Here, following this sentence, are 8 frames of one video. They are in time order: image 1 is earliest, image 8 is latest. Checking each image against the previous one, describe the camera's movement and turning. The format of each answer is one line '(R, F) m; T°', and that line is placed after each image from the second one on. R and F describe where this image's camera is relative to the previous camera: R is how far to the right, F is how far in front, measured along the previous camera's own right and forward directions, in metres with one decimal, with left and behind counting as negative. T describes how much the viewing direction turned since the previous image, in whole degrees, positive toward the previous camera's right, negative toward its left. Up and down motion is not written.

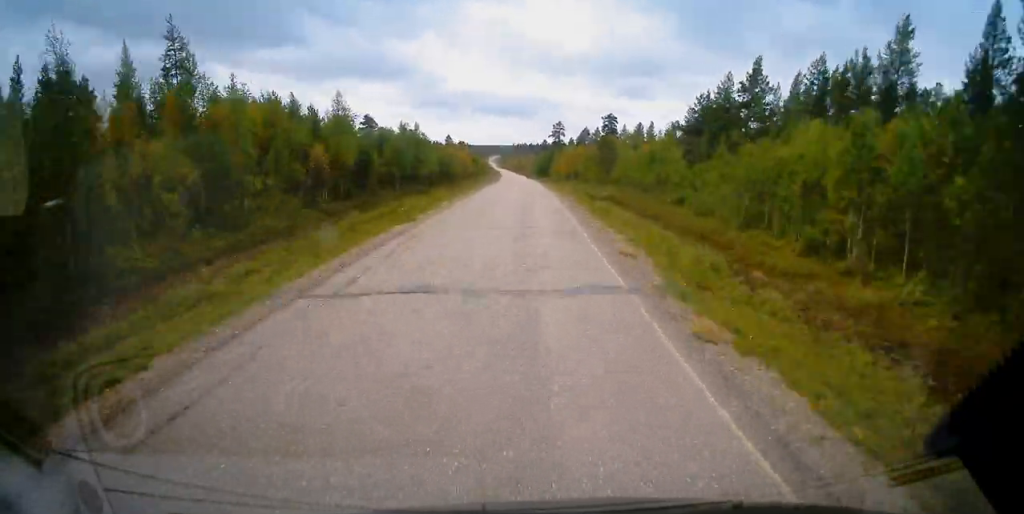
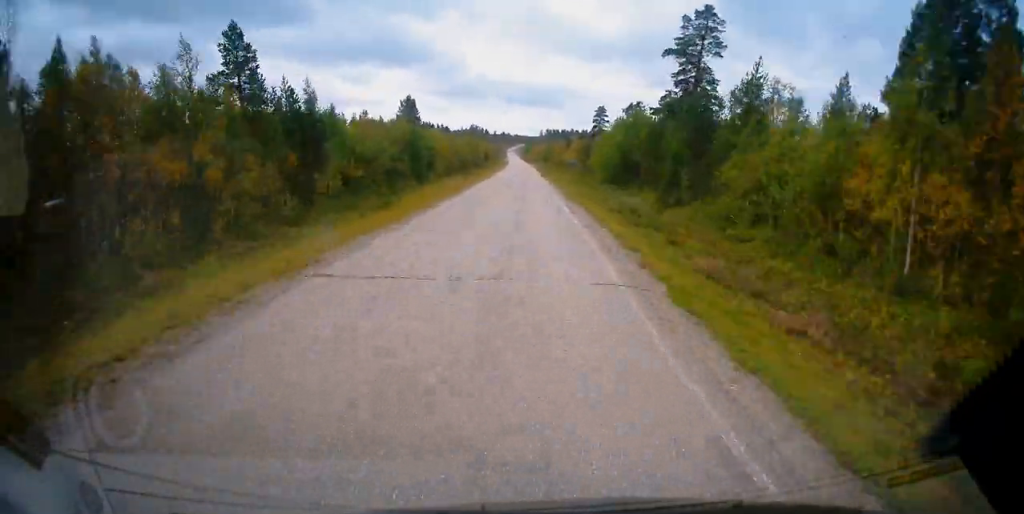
(-1.9, +136.6) m; -3°
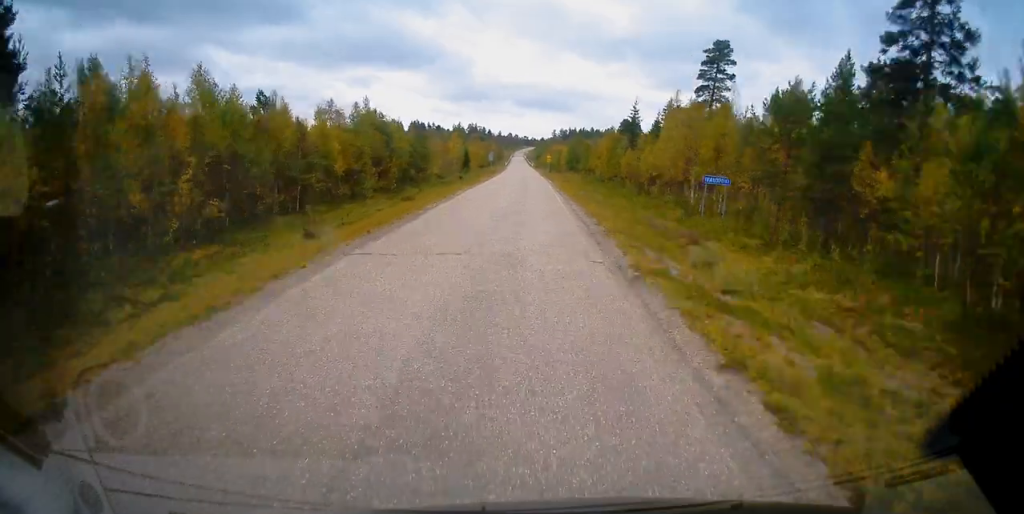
(-2.0, +85.8) m; -1°
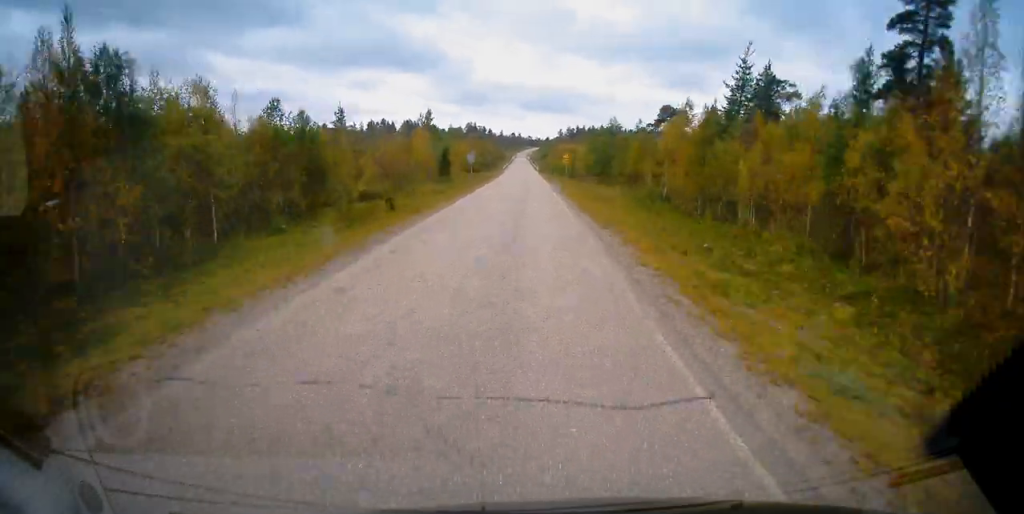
(+0.2, +34.9) m; 0°
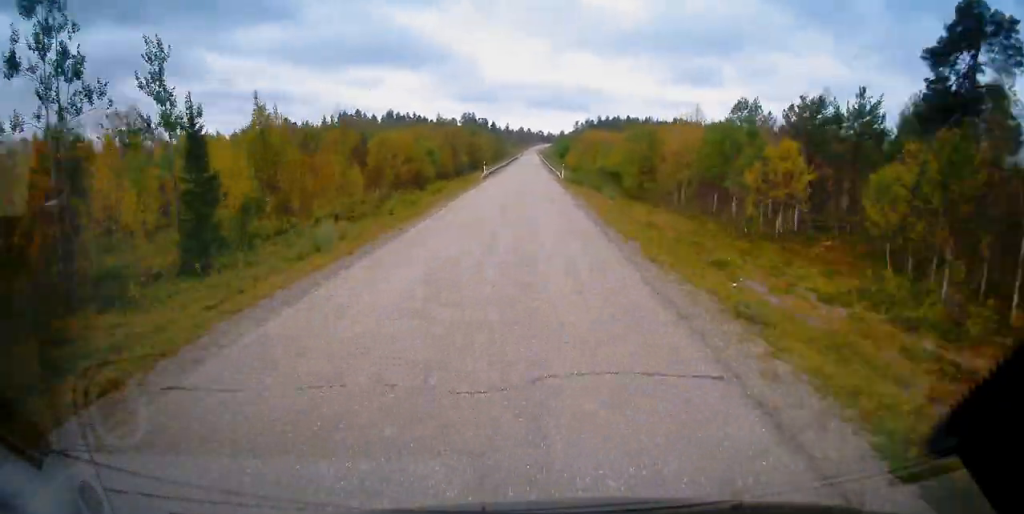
(-0.5, +65.0) m; -1°
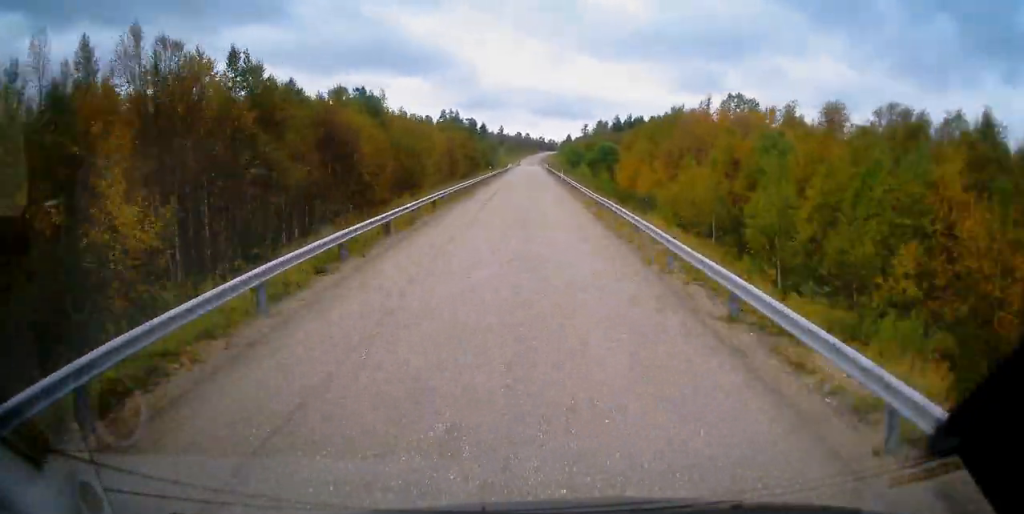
(-0.2, +62.0) m; 0°
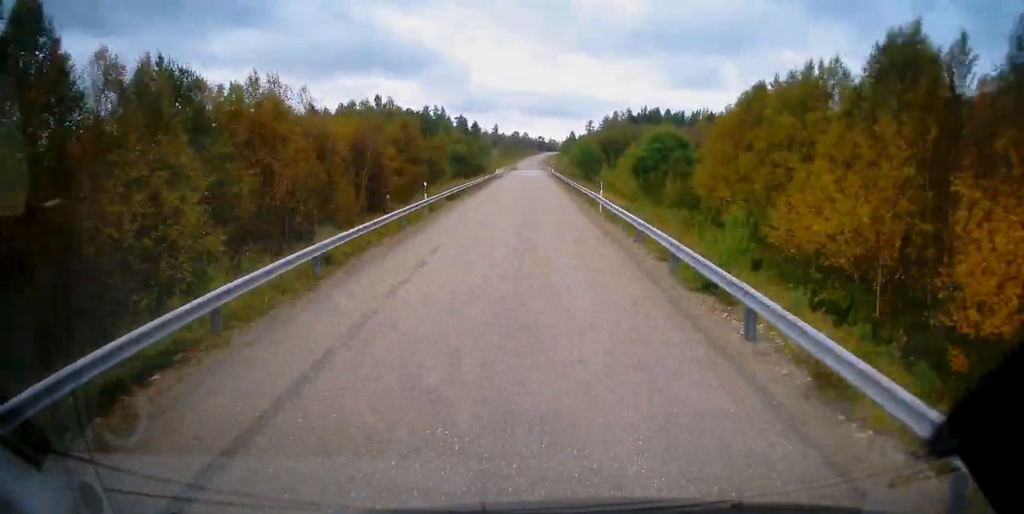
(+0.1, +26.0) m; 0°
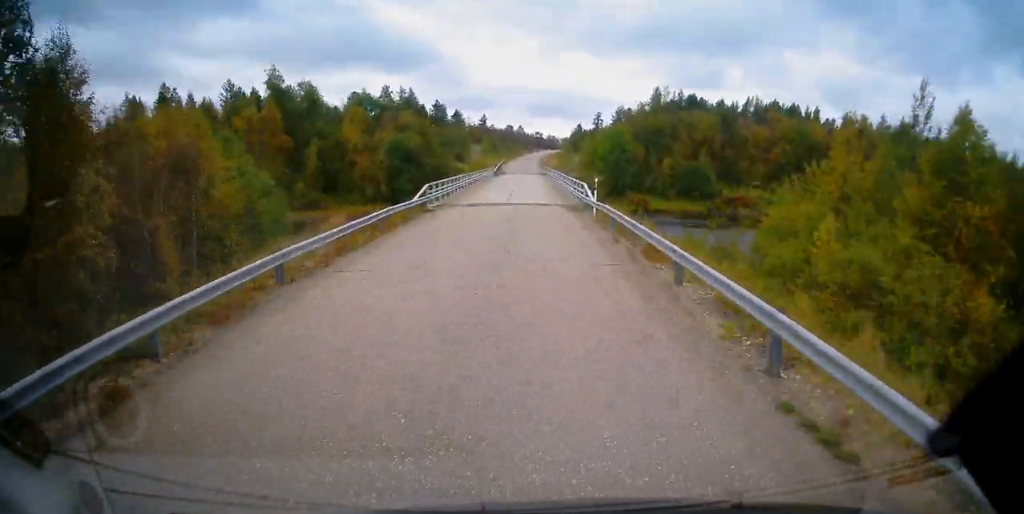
(+0.1, +37.7) m; 0°
